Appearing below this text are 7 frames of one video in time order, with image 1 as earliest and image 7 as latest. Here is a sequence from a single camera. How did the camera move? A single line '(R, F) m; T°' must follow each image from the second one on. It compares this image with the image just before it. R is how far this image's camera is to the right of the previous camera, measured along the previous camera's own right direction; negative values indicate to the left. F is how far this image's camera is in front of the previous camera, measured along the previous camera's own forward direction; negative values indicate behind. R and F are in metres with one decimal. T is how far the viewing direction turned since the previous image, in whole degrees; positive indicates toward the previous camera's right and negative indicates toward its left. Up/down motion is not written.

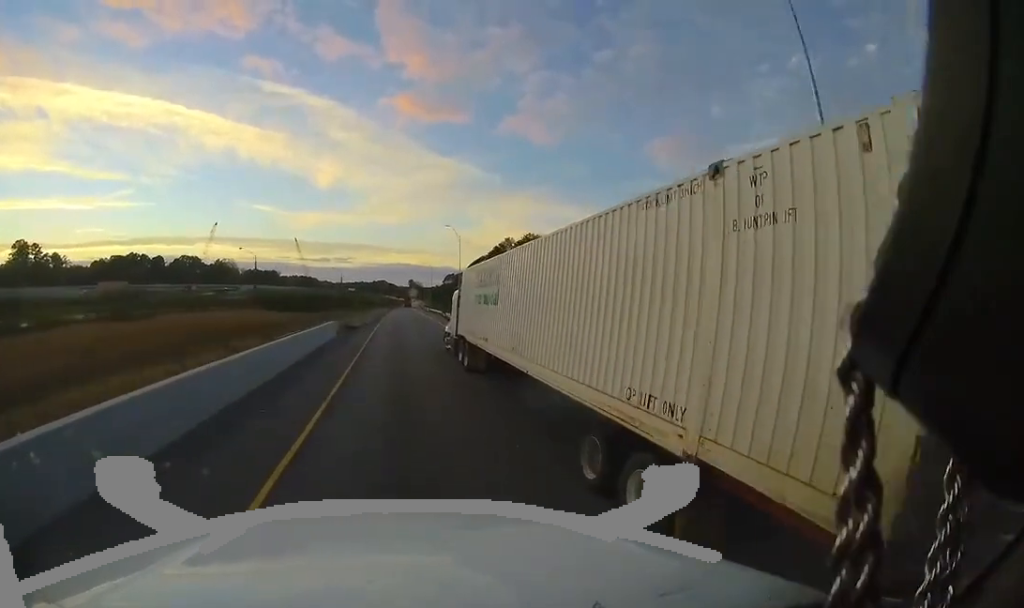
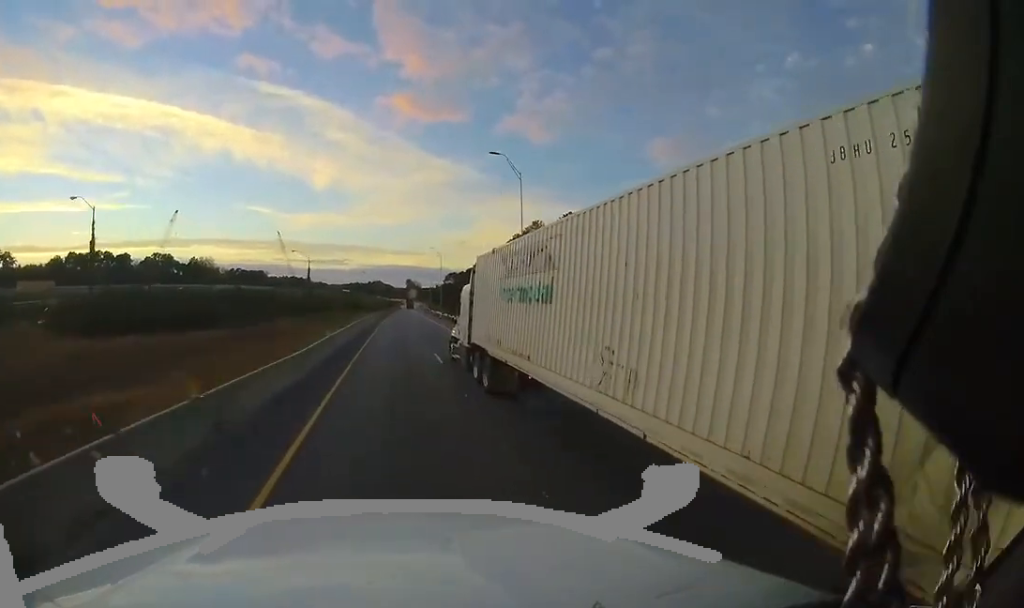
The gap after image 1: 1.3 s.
(0.0, +34.0) m; 0°
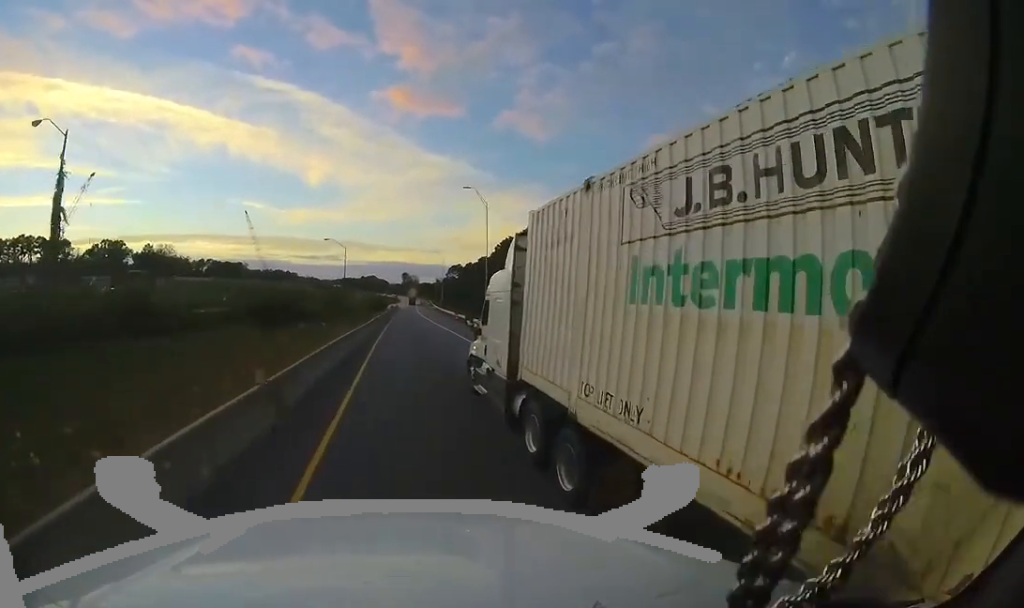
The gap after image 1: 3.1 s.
(0.0, +48.0) m; 0°
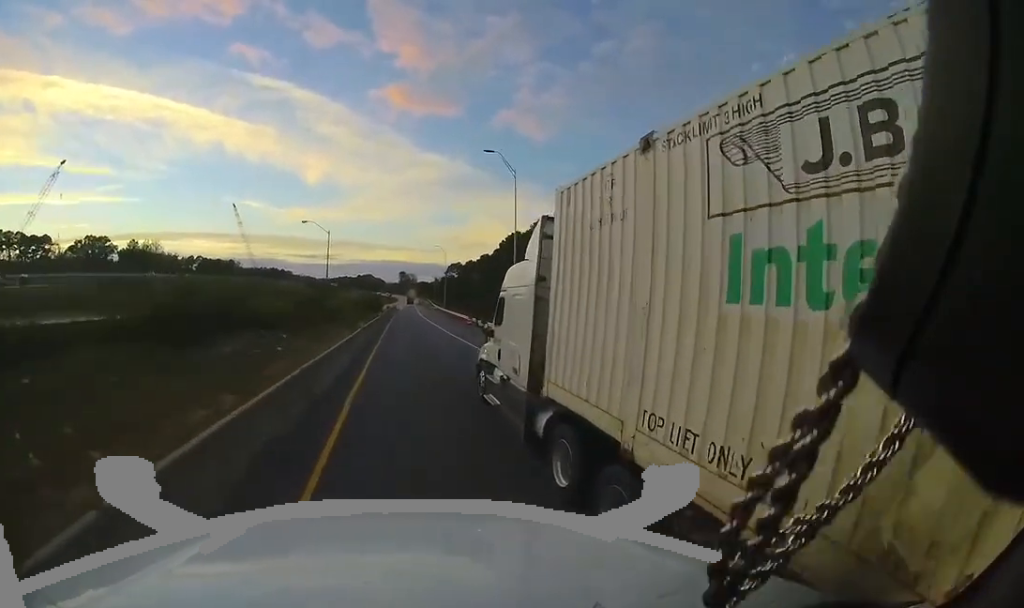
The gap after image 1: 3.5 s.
(-0.1, +11.1) m; 0°
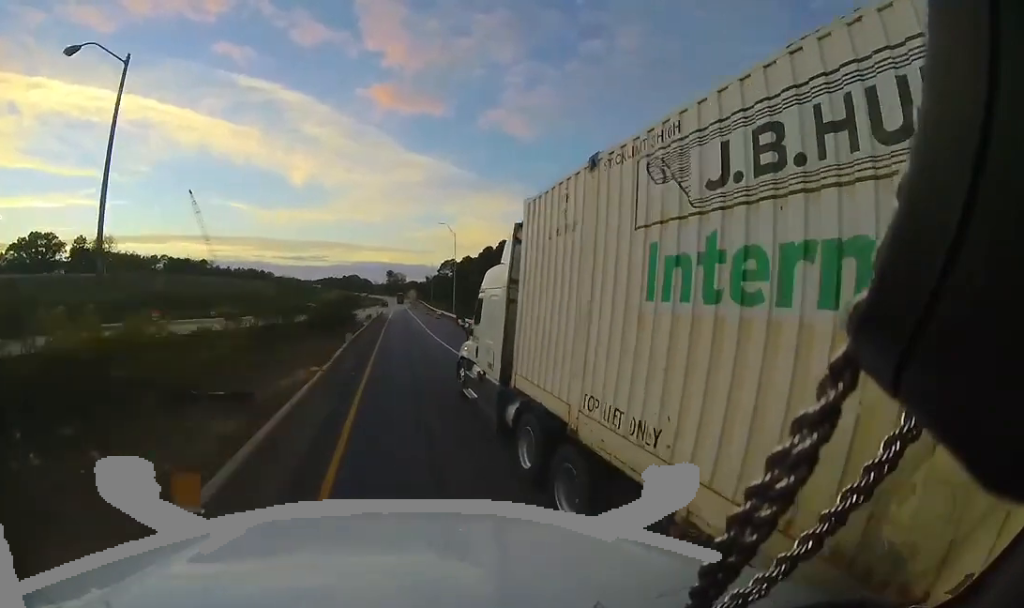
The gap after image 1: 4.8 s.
(-0.2, +32.7) m; 0°
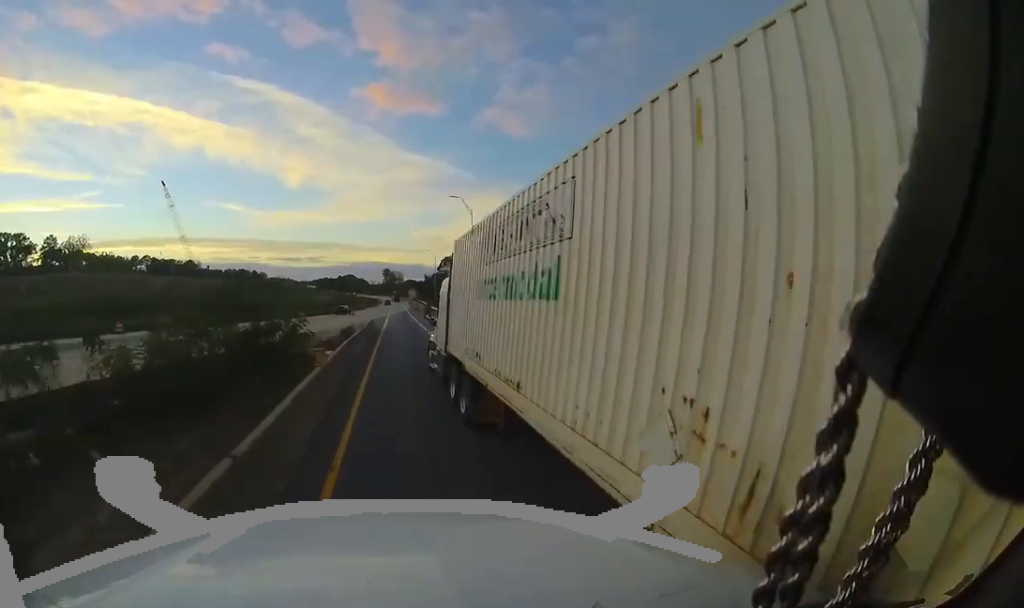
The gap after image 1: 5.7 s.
(+0.1, +20.2) m; +1°
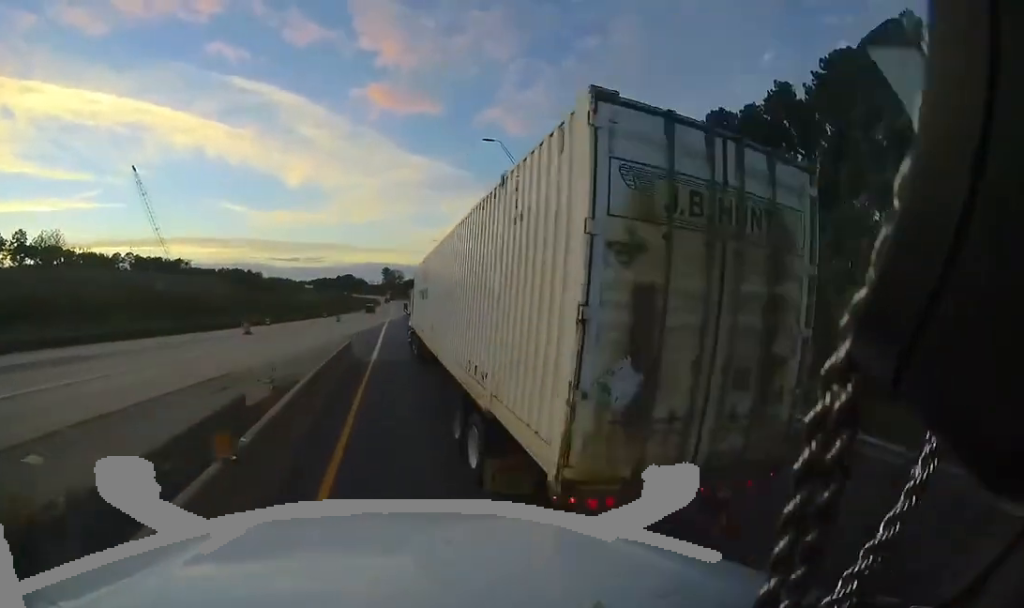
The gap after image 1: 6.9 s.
(+0.3, +22.7) m; +1°
